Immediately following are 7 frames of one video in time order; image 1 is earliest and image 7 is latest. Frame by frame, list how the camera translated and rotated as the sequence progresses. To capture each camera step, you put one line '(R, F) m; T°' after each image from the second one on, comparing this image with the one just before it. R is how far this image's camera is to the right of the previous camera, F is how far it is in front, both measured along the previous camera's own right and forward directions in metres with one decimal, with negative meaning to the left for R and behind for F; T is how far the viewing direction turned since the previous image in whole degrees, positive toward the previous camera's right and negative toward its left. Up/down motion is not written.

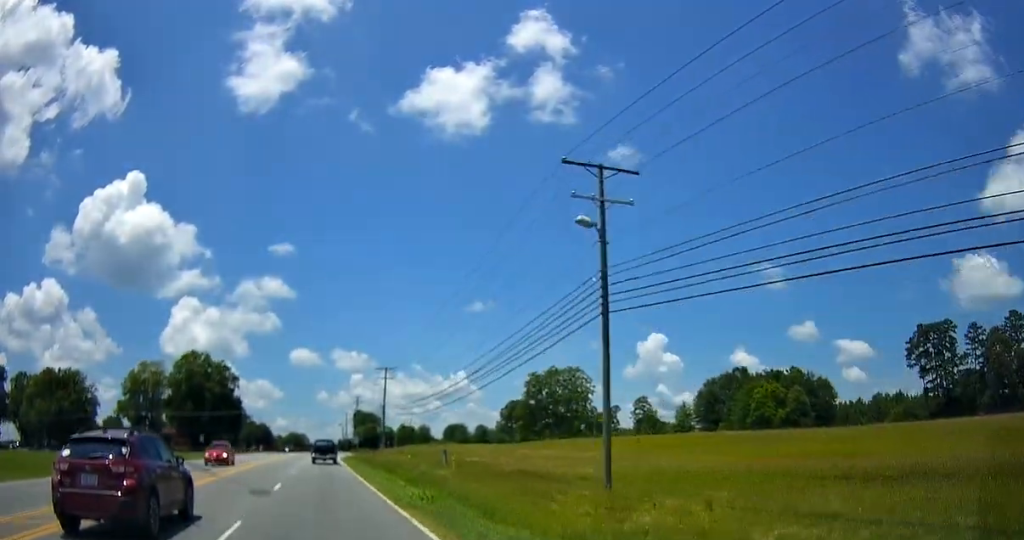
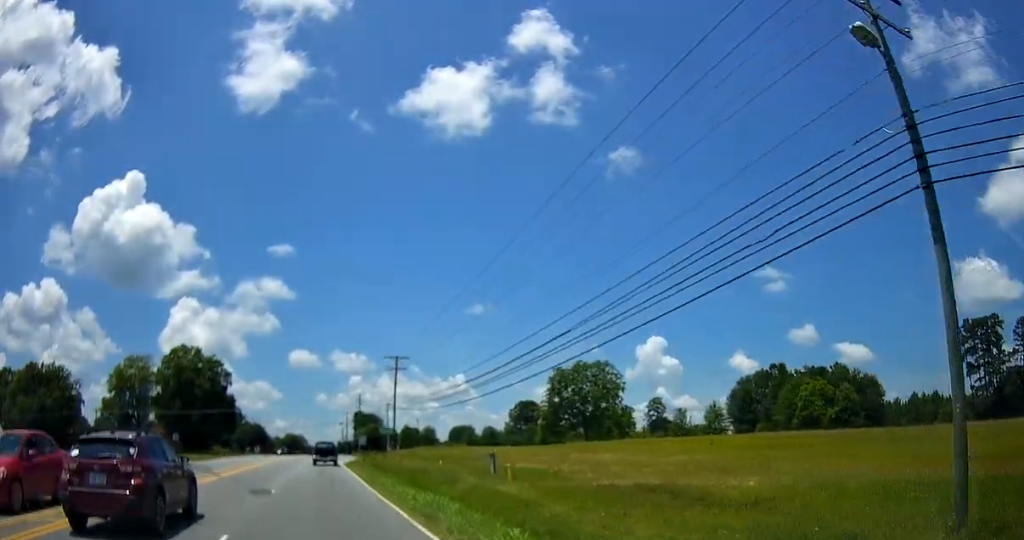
(-0.4, +13.0) m; -1°
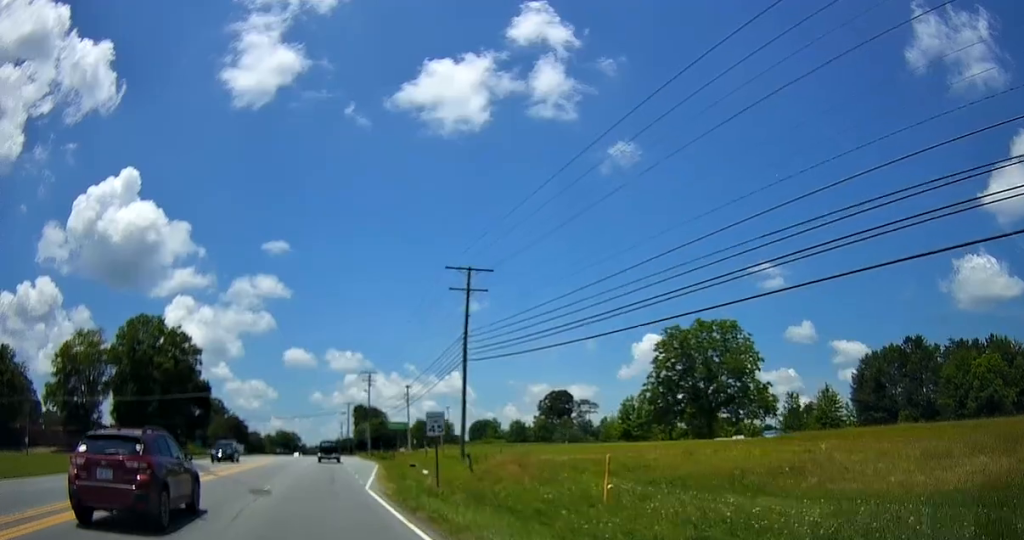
(+0.8, +37.8) m; +1°
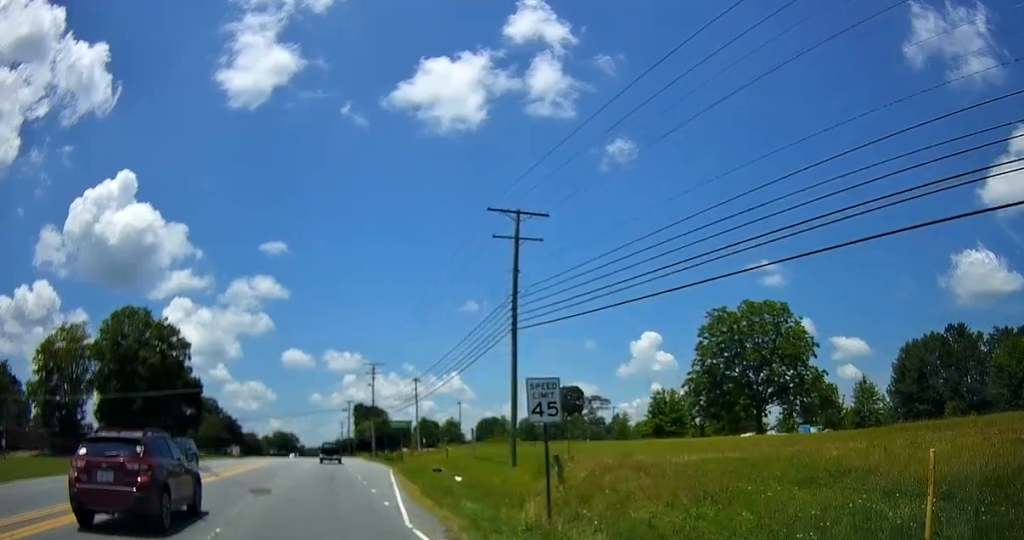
(-0.3, +9.9) m; 0°
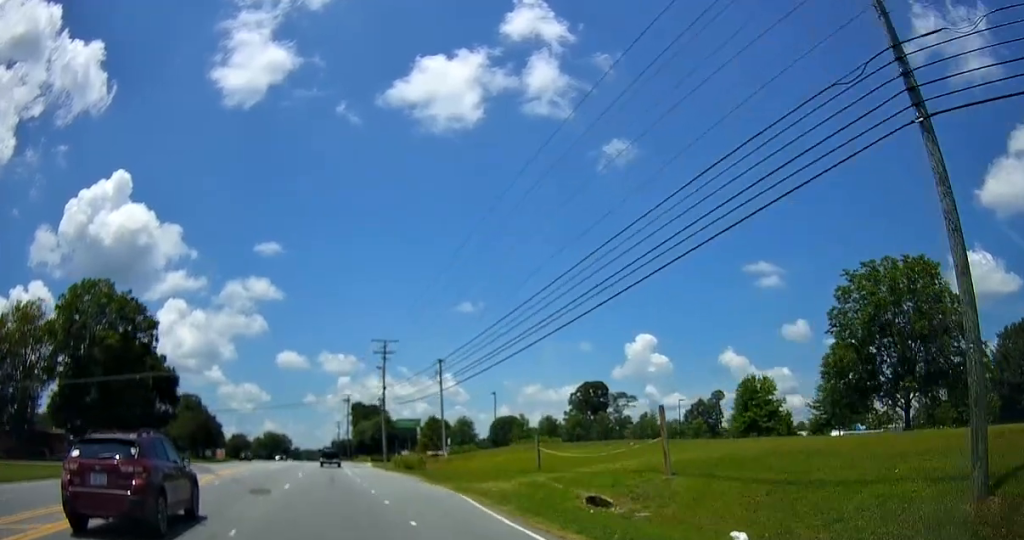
(+0.2, +21.7) m; 0°
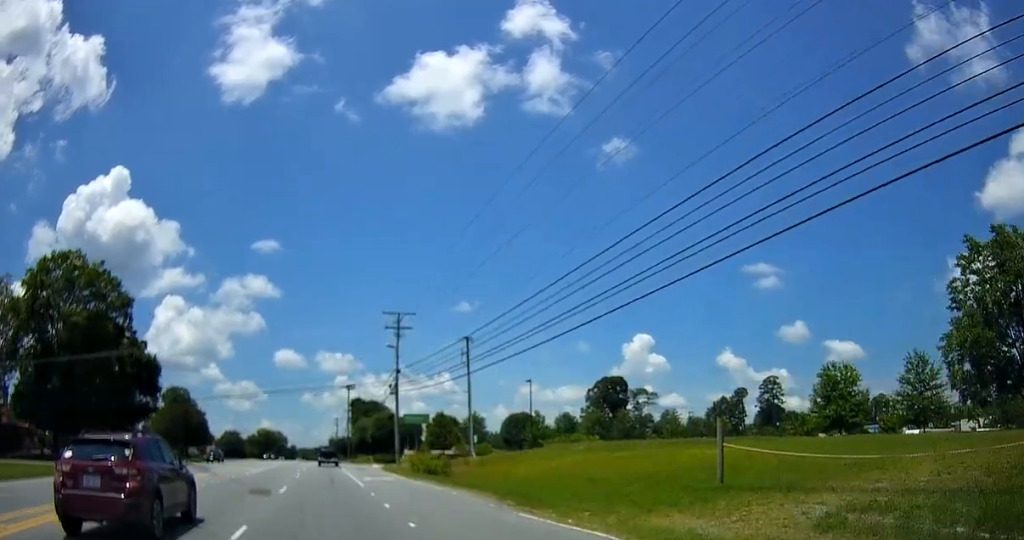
(-0.2, +13.6) m; 0°
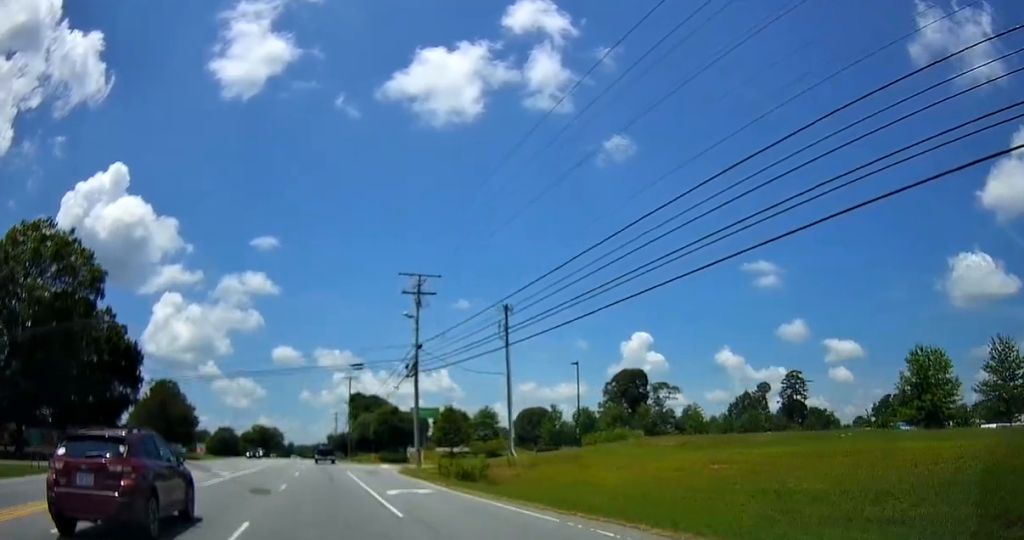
(-0.1, +11.9) m; 0°
